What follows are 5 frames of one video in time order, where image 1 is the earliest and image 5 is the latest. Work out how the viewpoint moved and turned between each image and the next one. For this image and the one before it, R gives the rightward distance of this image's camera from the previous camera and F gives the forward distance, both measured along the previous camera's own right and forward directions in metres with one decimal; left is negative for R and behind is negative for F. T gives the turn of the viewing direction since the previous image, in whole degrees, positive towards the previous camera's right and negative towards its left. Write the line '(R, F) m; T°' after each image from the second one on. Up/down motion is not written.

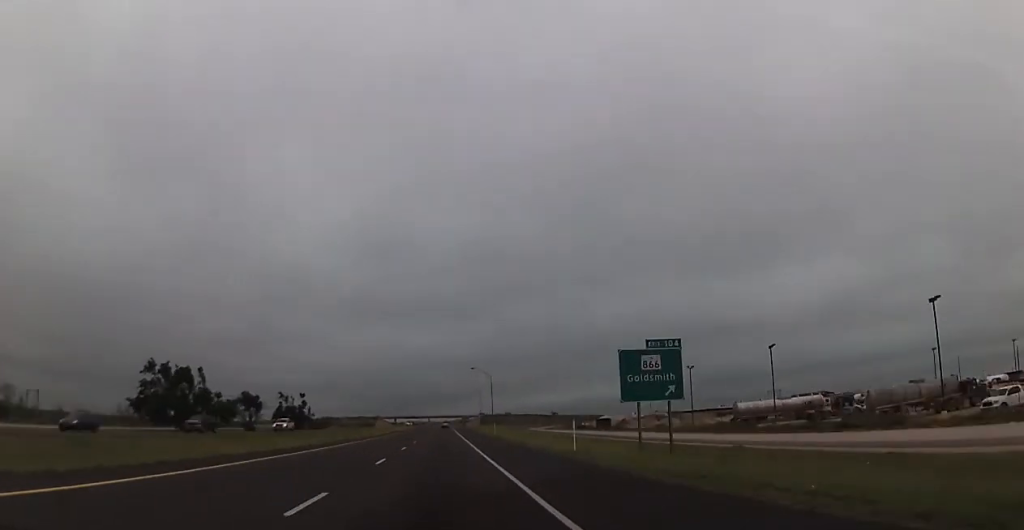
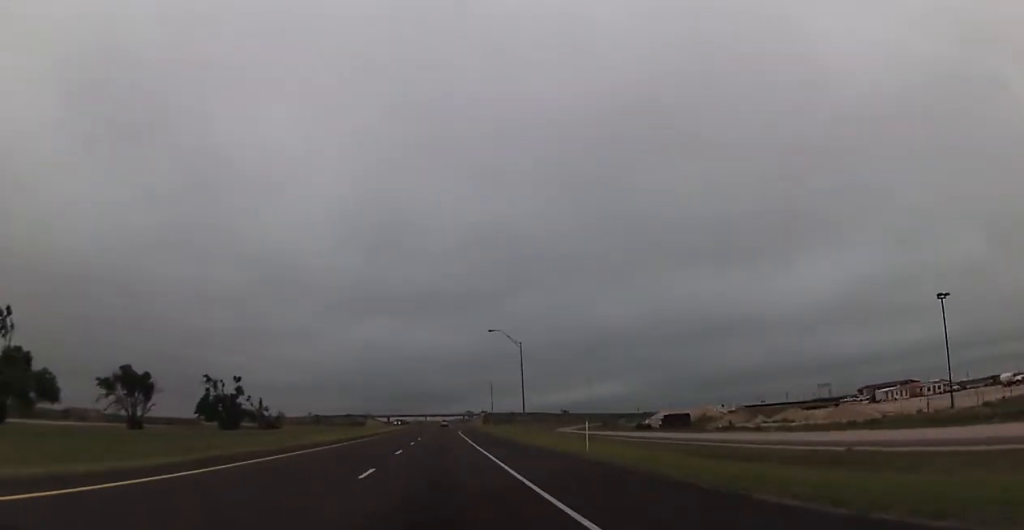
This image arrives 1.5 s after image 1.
(-0.1, +54.2) m; 0°
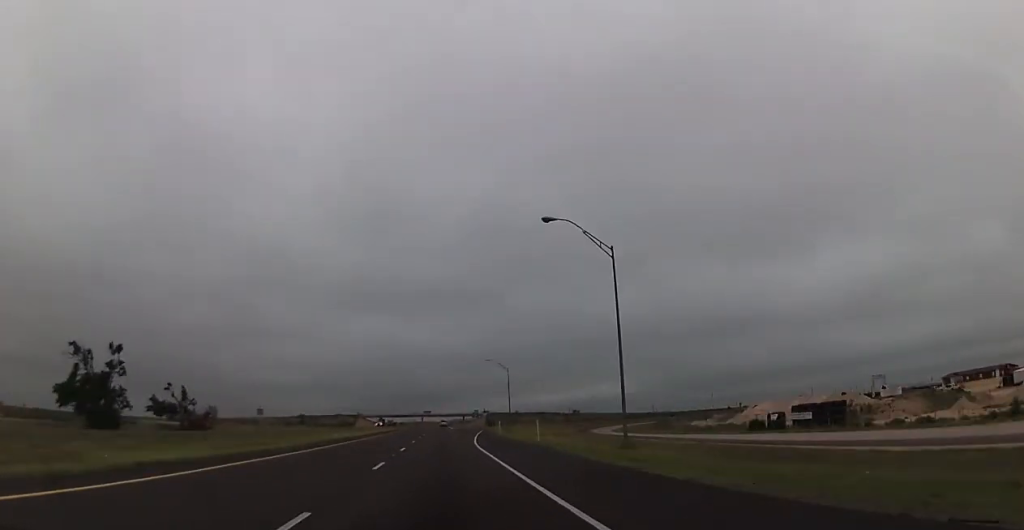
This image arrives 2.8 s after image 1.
(-0.3, +46.0) m; 0°
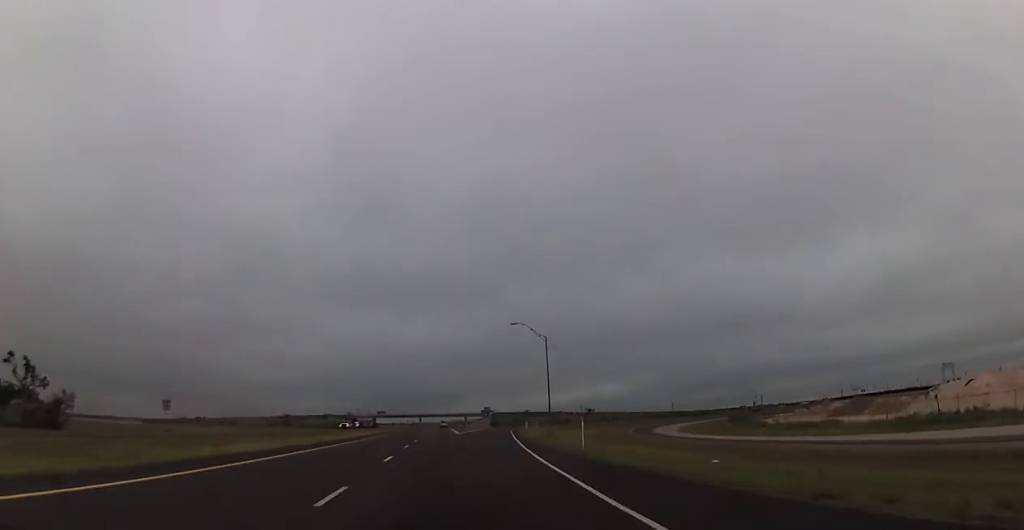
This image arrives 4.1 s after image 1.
(+0.5, +44.7) m; +1°
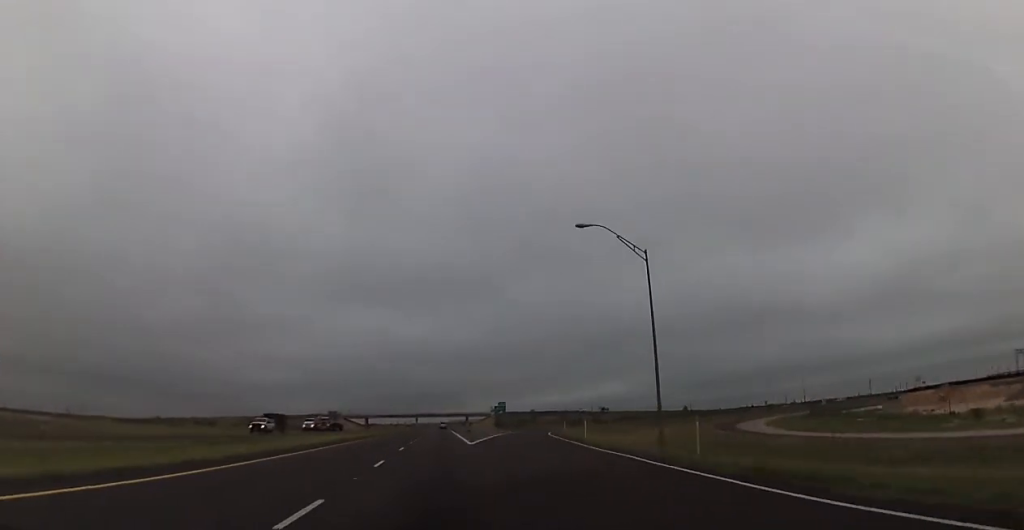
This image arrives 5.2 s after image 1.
(-0.1, +38.8) m; 0°
